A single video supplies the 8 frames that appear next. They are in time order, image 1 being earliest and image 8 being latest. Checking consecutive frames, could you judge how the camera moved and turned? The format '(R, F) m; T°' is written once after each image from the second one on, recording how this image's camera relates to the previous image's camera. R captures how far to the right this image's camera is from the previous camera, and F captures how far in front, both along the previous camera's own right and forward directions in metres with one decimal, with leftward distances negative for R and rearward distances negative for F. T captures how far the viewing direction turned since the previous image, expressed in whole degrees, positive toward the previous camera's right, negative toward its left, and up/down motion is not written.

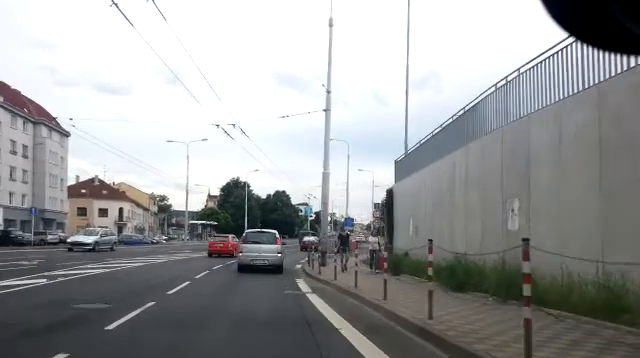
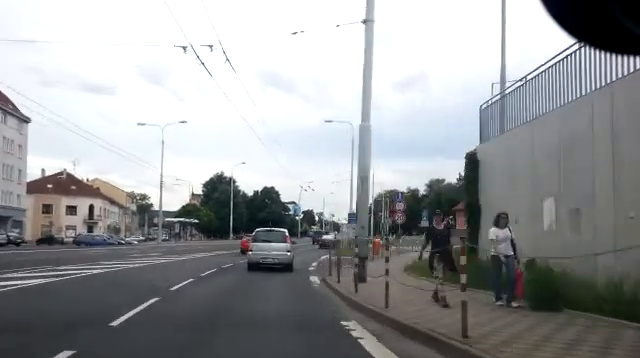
(0.0, +8.8) m; +1°
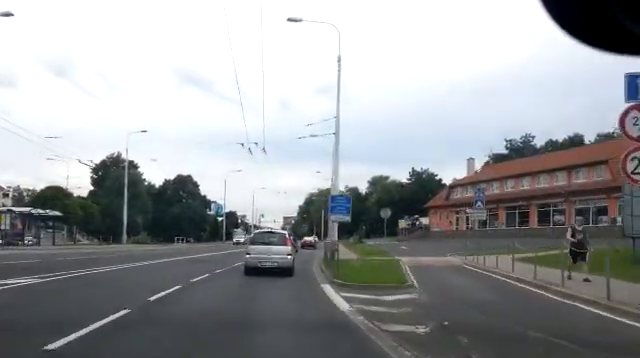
(+1.0, +23.5) m; +7°
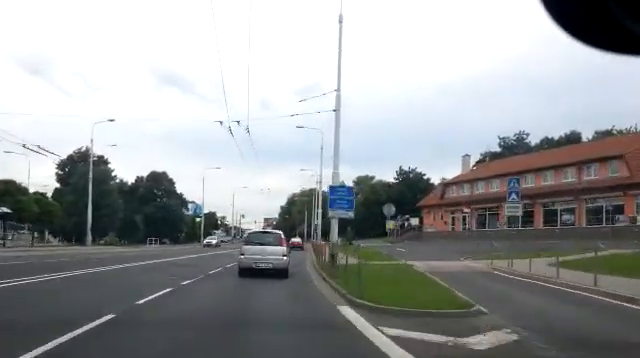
(+0.2, +4.9) m; +2°
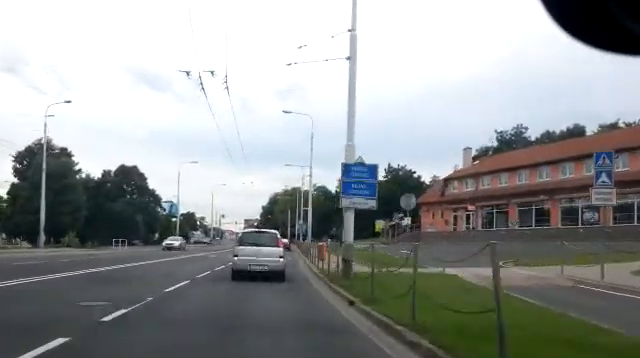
(+0.2, +6.1) m; +2°
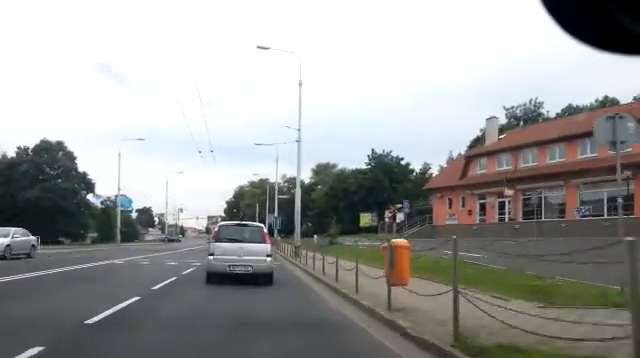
(+0.4, +13.8) m; +3°
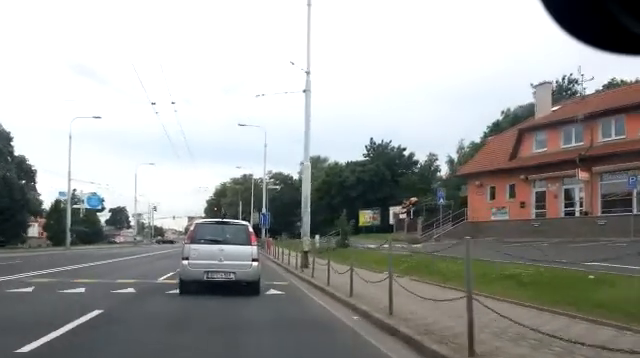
(+0.3, +10.9) m; +3°
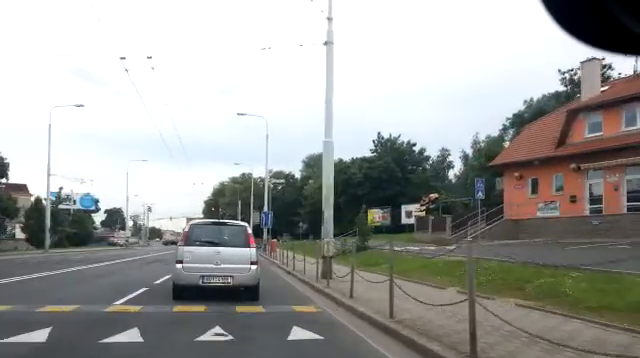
(+0.2, +5.3) m; 0°
